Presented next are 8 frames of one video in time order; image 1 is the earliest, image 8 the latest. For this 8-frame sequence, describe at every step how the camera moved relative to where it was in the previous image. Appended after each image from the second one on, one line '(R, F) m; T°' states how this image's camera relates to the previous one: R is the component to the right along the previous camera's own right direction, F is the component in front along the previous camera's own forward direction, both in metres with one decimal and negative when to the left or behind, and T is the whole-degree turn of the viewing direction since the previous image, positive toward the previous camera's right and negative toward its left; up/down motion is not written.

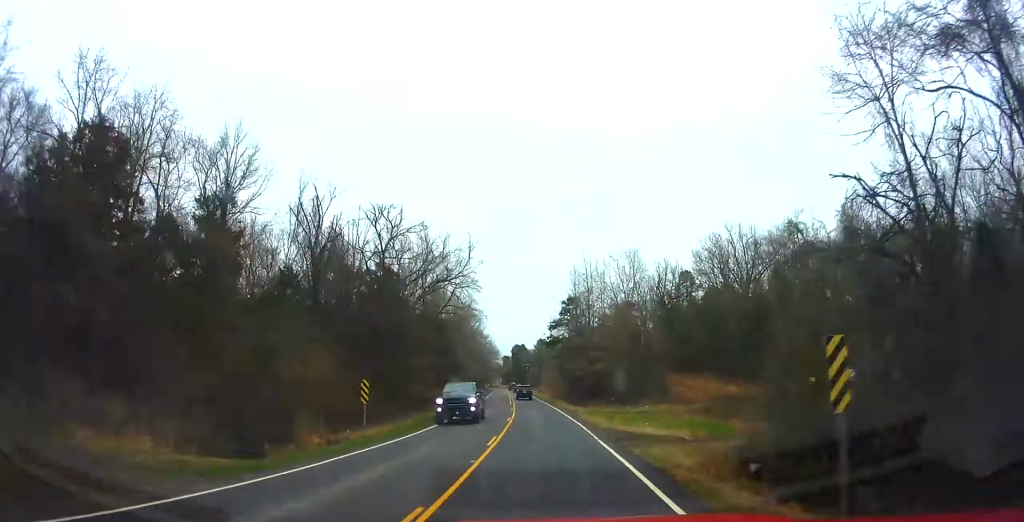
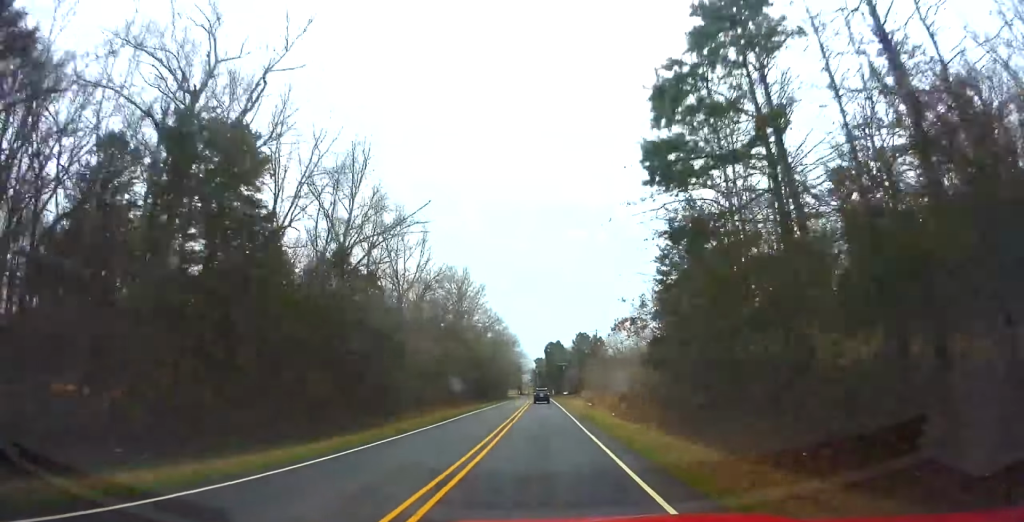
(-0.6, +58.4) m; -2°
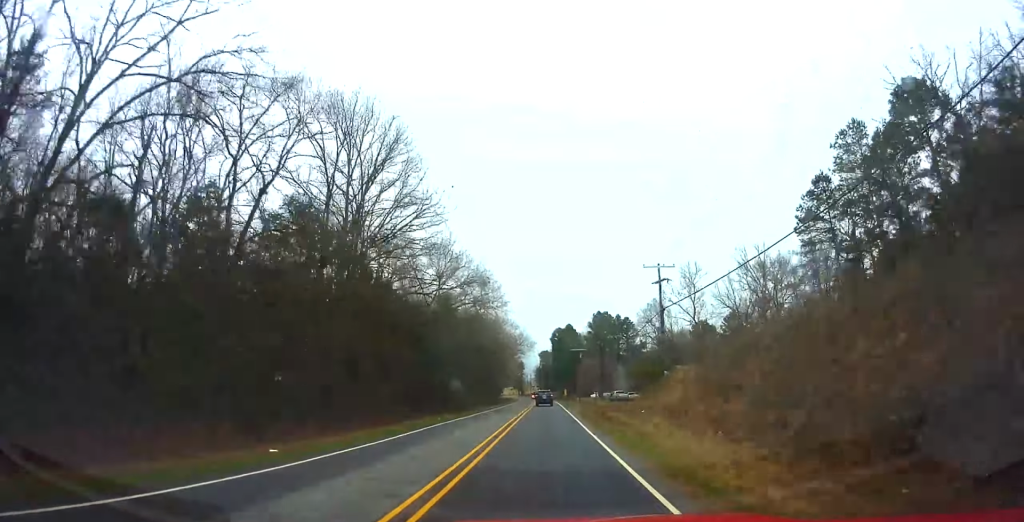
(-1.4, +55.5) m; -1°
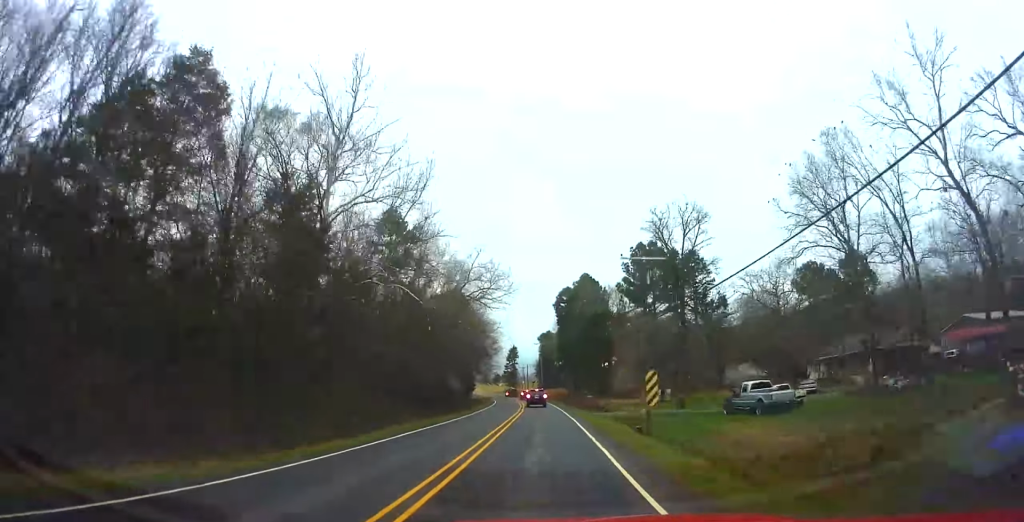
(0.0, +68.2) m; -1°
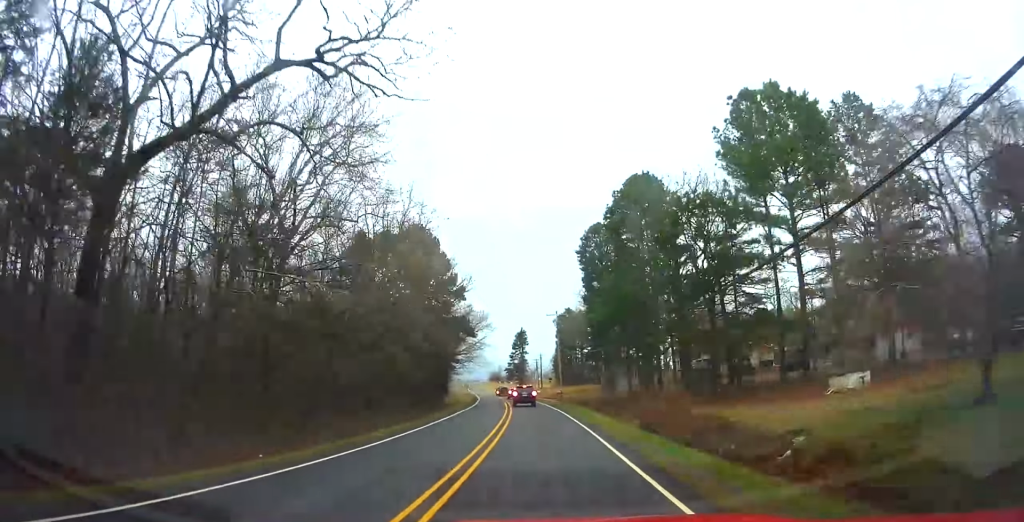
(-0.5, +44.0) m; -2°
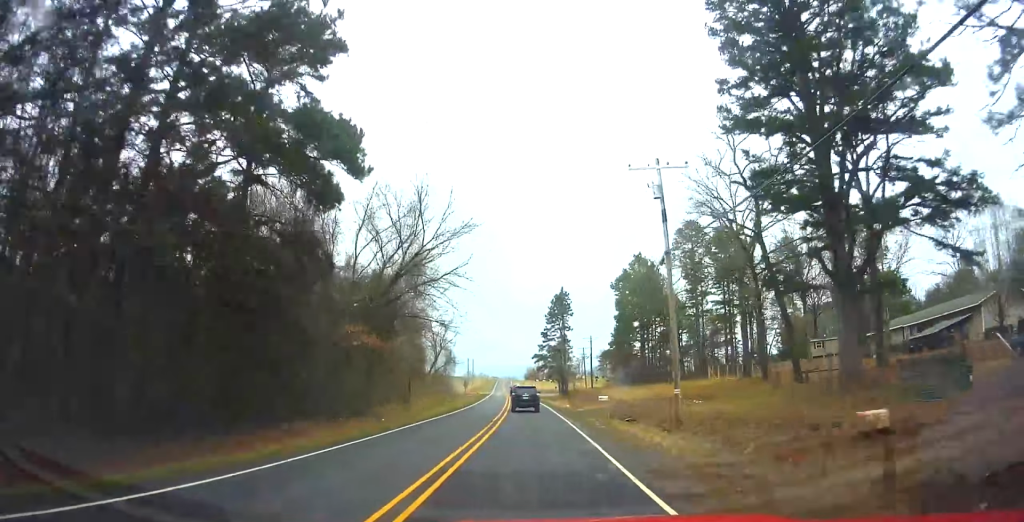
(-1.3, +55.2) m; -3°
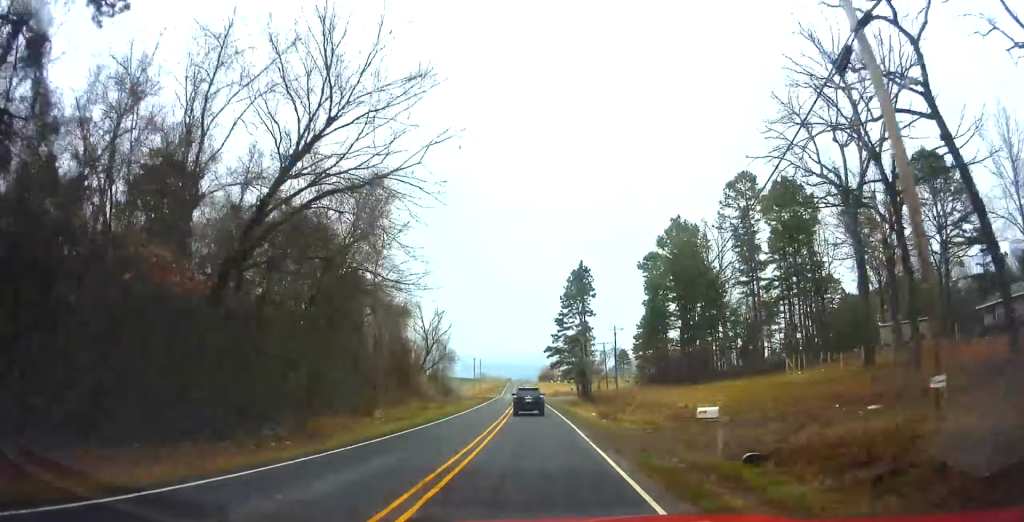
(-0.2, +18.9) m; -1°
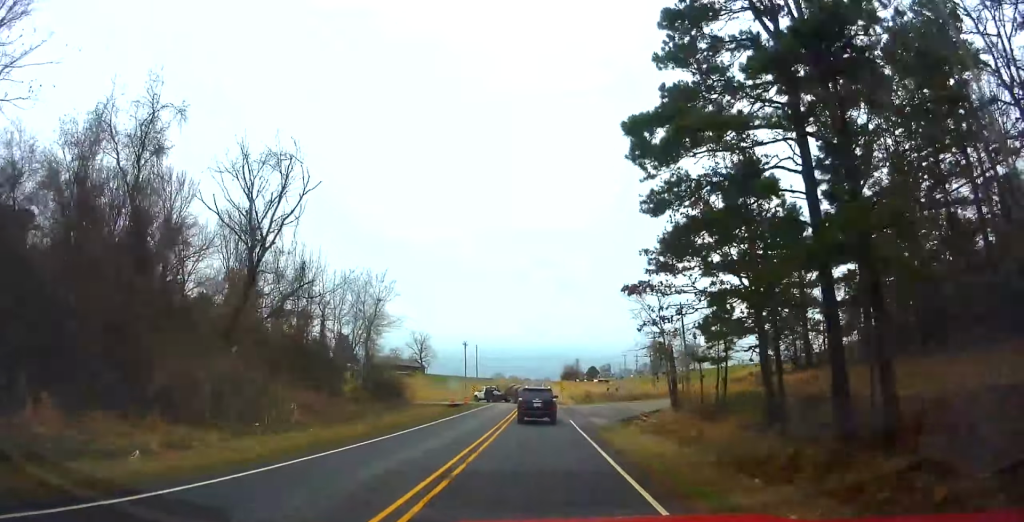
(-2.6, +58.7) m; -4°
